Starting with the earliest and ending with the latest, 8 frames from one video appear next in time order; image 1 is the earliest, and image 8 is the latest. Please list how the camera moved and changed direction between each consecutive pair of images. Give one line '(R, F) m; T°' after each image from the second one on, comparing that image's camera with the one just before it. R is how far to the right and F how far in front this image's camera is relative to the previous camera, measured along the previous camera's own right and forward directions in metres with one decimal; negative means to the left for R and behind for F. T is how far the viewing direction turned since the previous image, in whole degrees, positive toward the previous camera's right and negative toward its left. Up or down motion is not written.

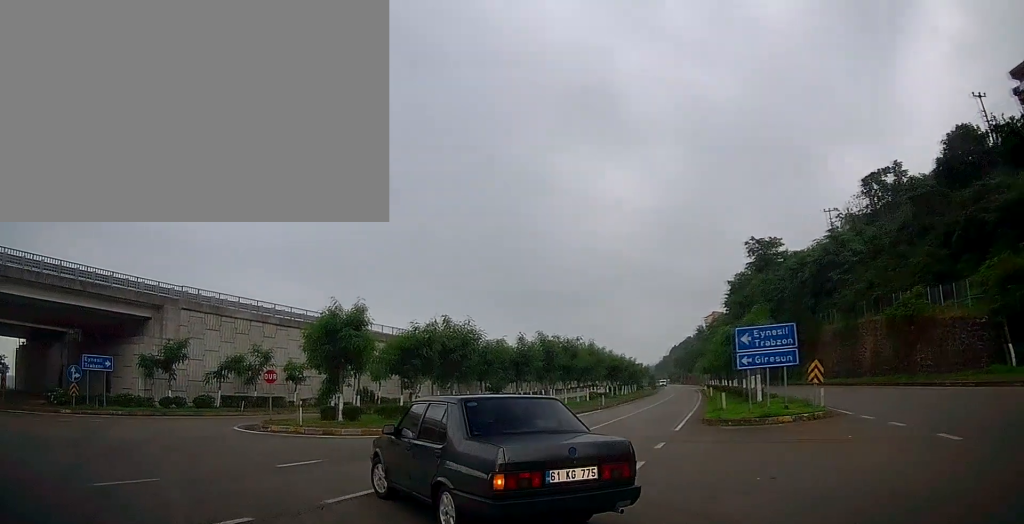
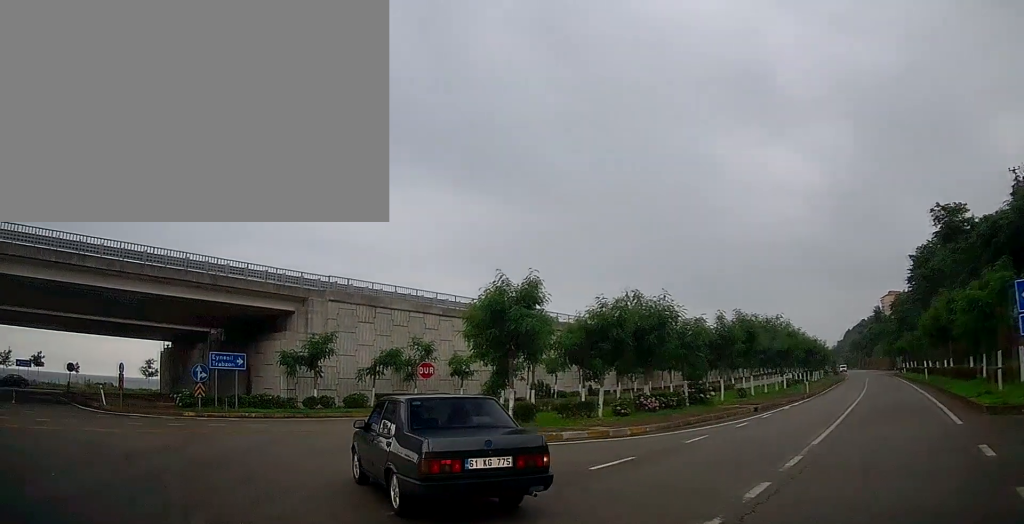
(-1.1, +4.7) m; -22°
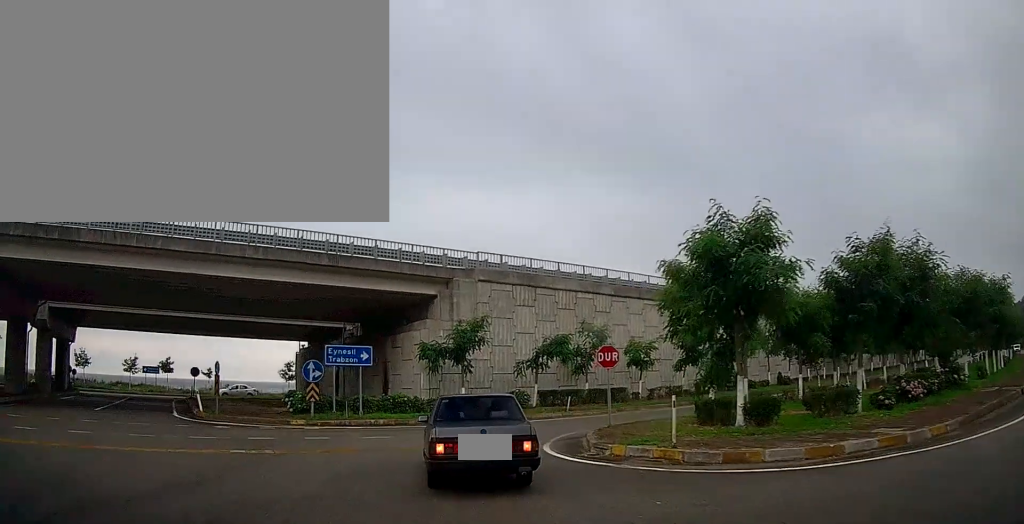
(-0.6, +6.3) m; -10°
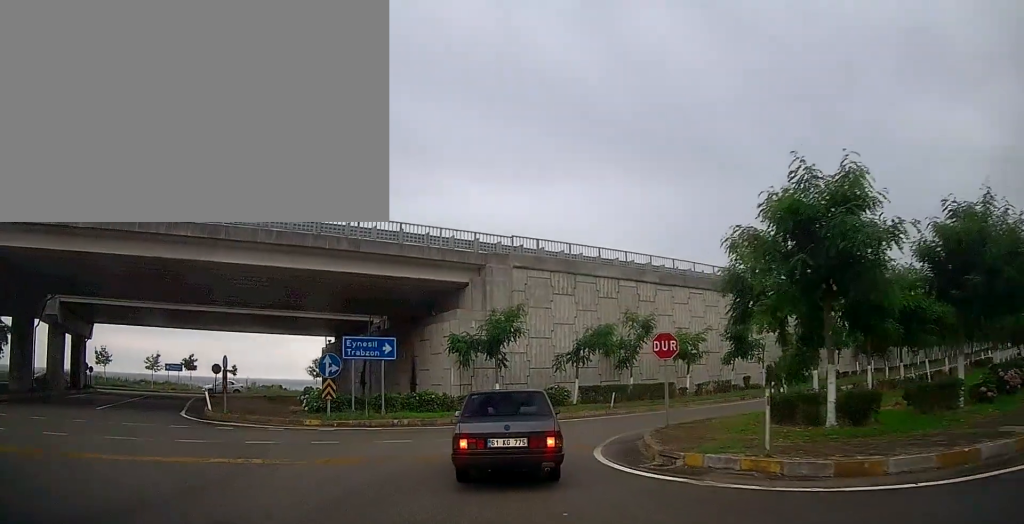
(-0.1, +2.4) m; -2°
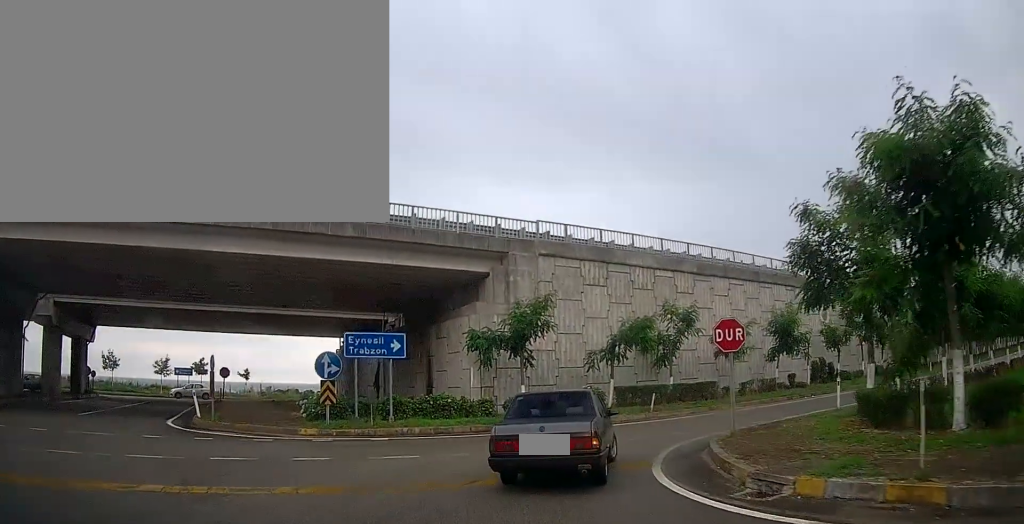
(0.0, +2.9) m; -1°
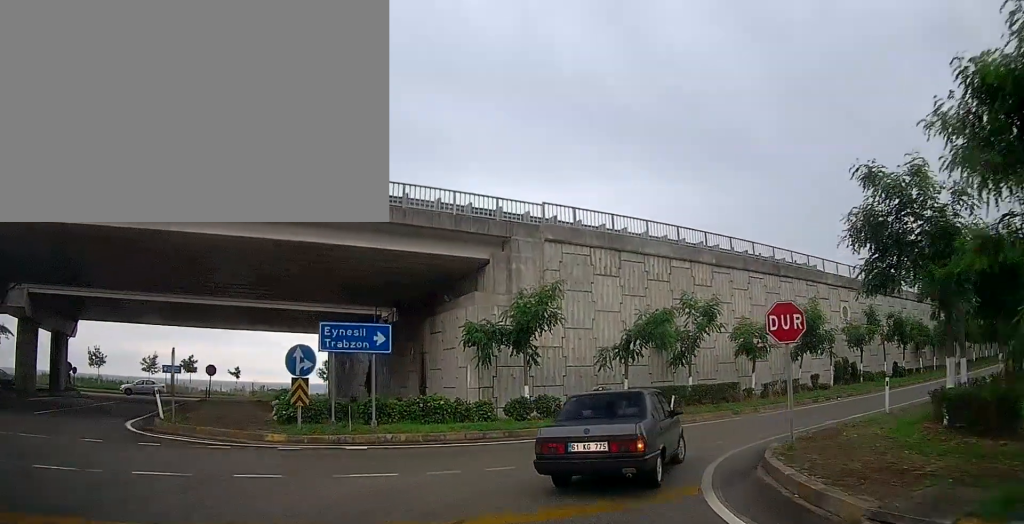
(0.0, +2.6) m; +1°
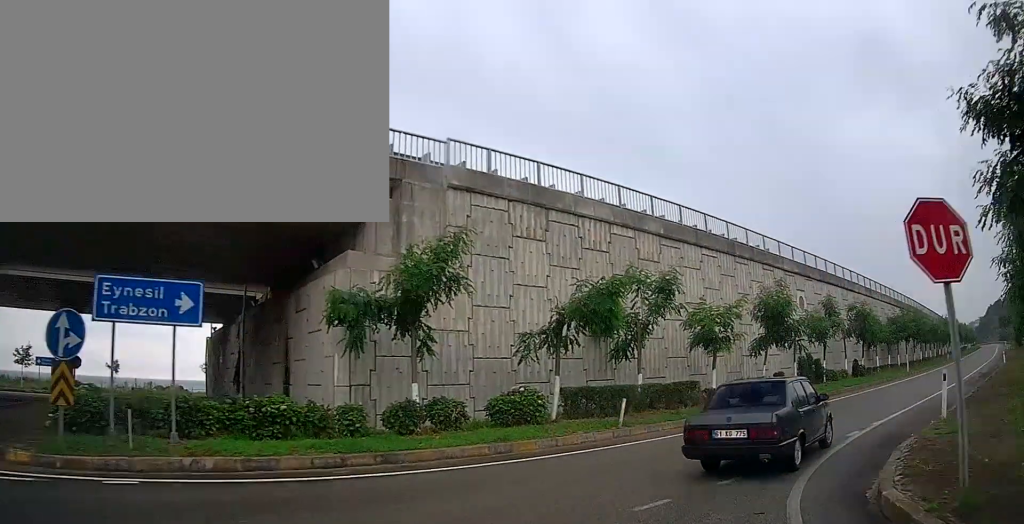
(+0.2, +6.2) m; +10°
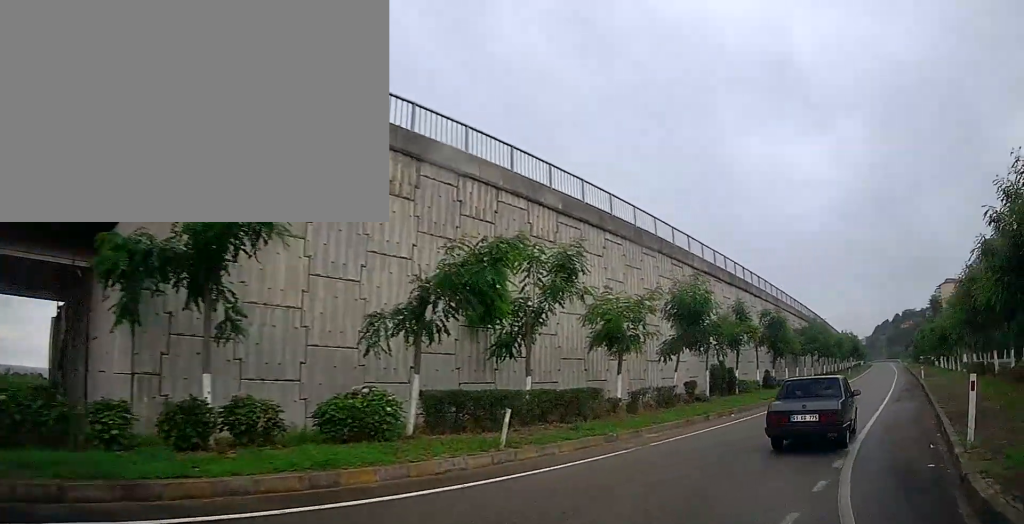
(+0.5, +4.5) m; +15°
